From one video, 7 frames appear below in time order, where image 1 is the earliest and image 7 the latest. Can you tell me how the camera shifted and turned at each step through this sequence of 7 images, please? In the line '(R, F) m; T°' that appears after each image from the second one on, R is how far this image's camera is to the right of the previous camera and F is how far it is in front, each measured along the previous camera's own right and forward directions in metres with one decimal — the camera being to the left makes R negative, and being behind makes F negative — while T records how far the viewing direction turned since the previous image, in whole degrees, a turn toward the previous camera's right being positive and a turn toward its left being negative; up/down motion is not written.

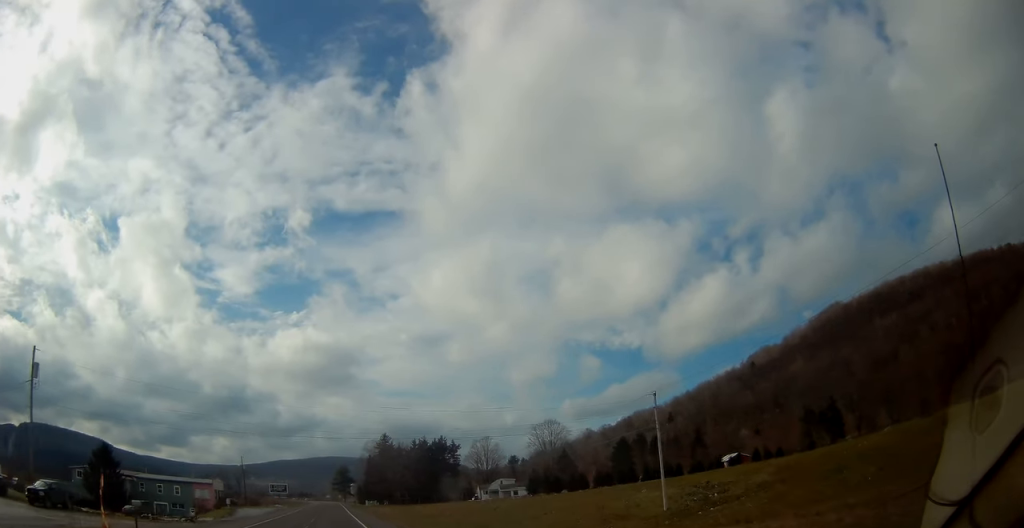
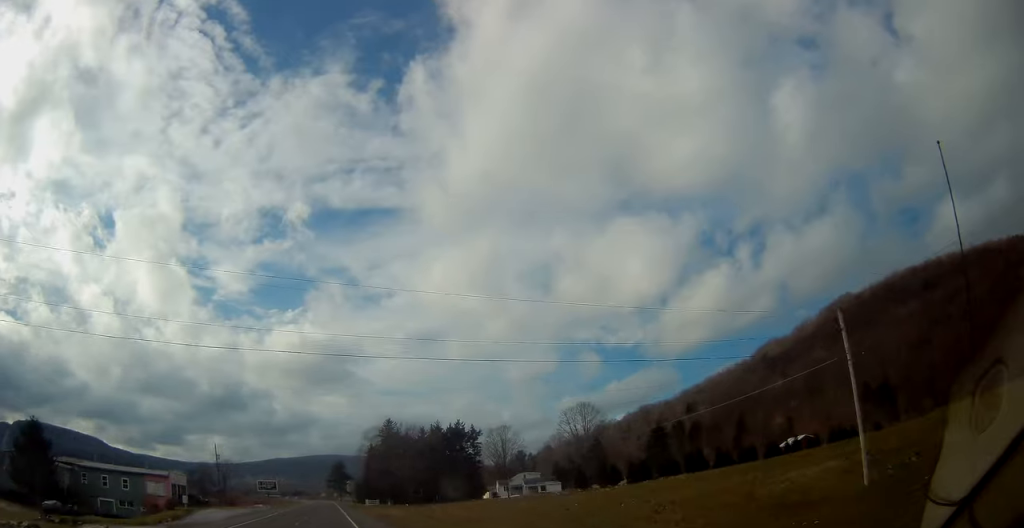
(+0.2, +23.0) m; 0°
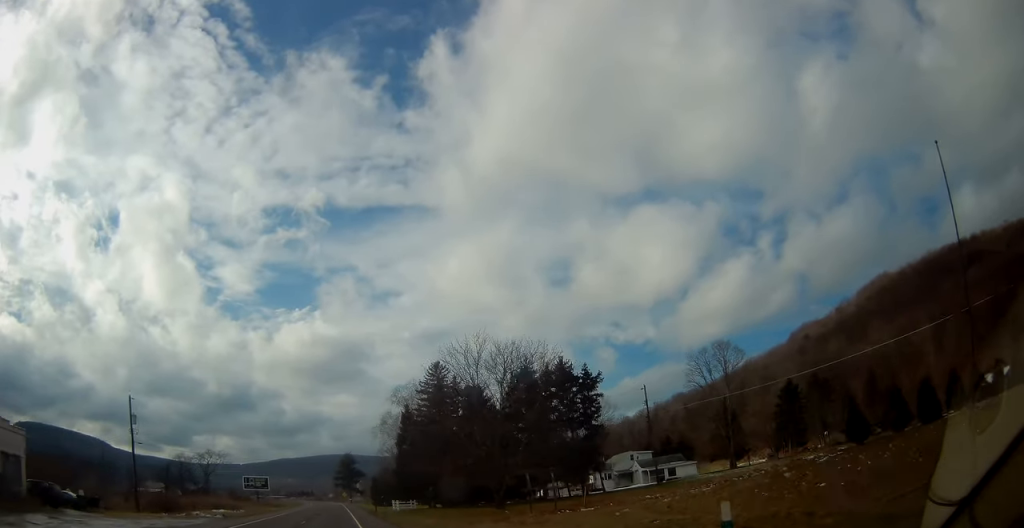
(-0.8, +46.9) m; -1°
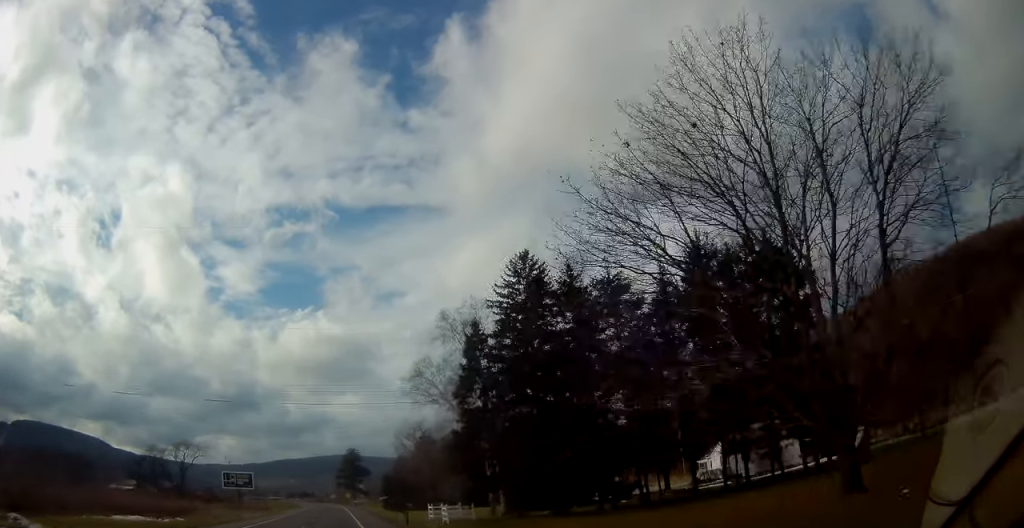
(+0.1, +31.6) m; 0°
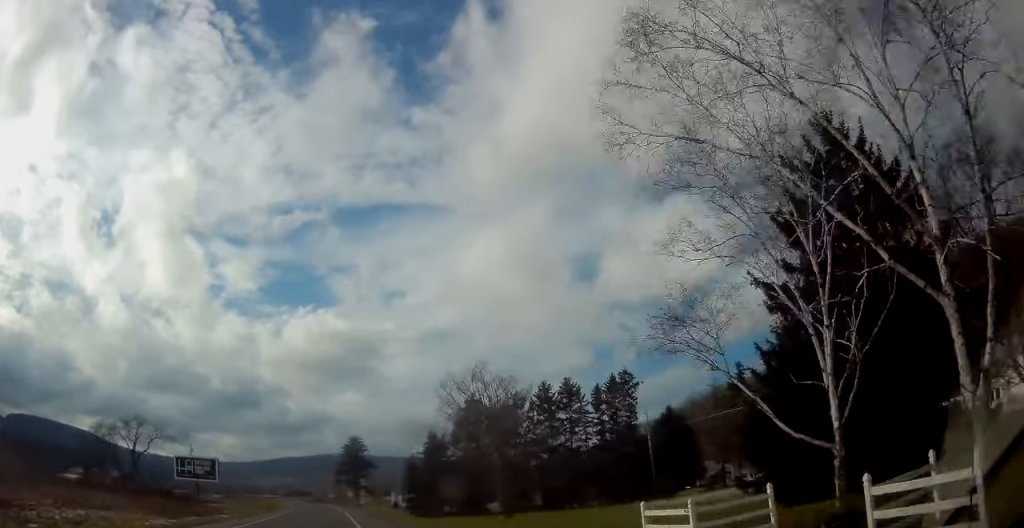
(0.0, +37.5) m; 0°
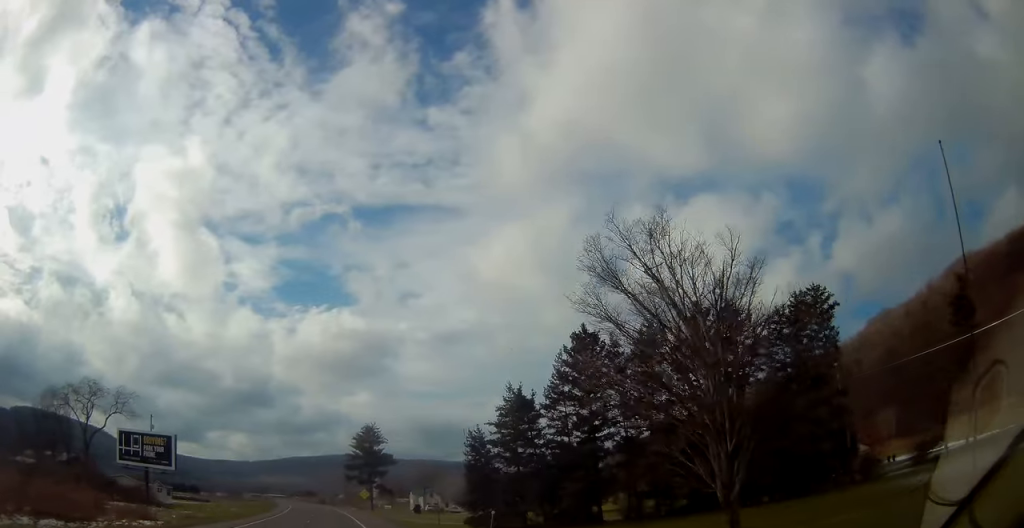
(+0.1, +28.2) m; -1°
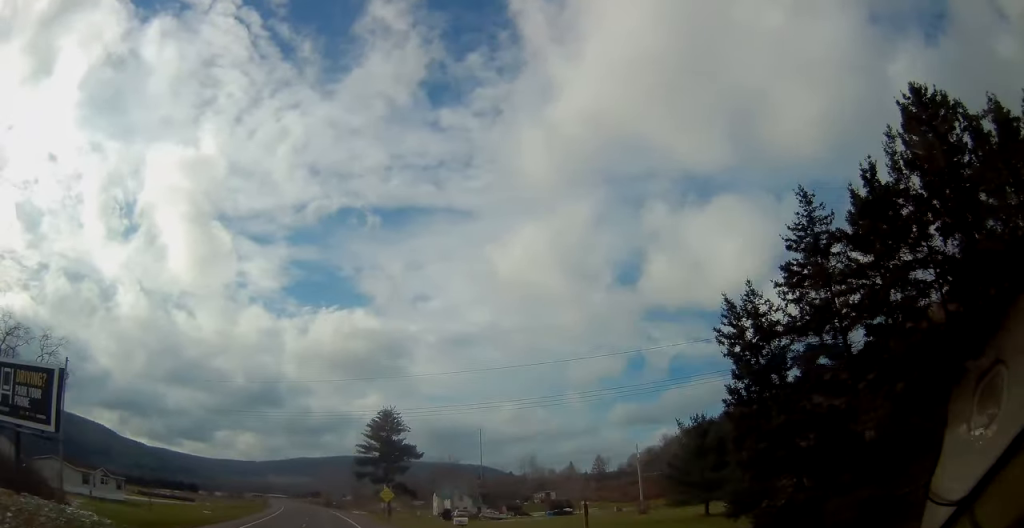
(-0.7, +29.0) m; -1°
